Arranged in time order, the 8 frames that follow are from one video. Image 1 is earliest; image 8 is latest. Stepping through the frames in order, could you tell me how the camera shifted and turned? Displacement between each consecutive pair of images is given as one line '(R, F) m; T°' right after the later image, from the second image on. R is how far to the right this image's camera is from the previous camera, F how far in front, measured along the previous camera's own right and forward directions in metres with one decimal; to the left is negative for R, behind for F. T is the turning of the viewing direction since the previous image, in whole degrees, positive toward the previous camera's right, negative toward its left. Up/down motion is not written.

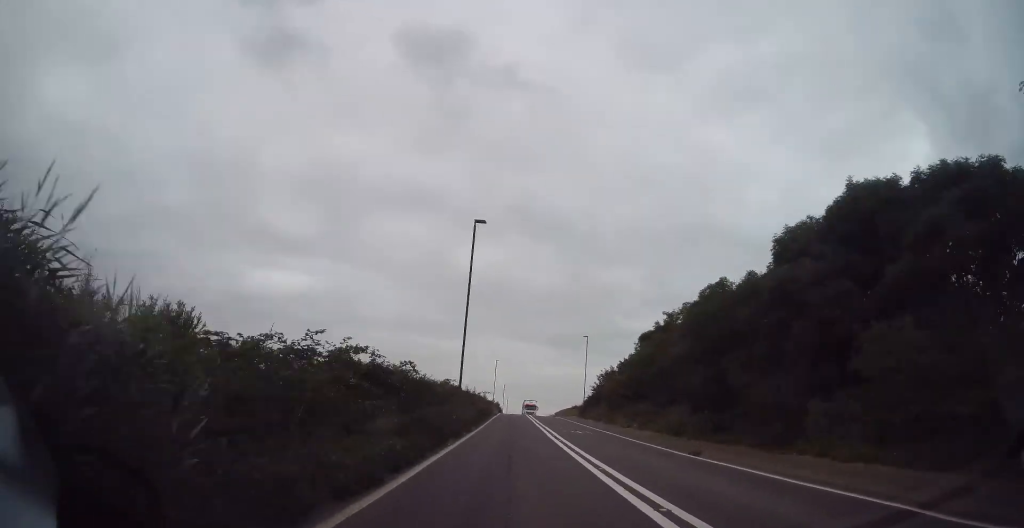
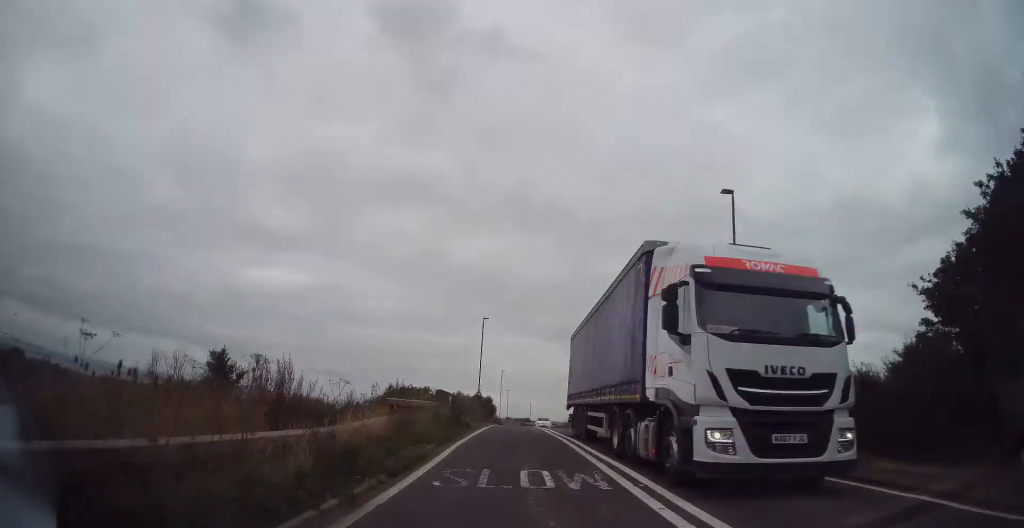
(-0.3, +47.9) m; 0°
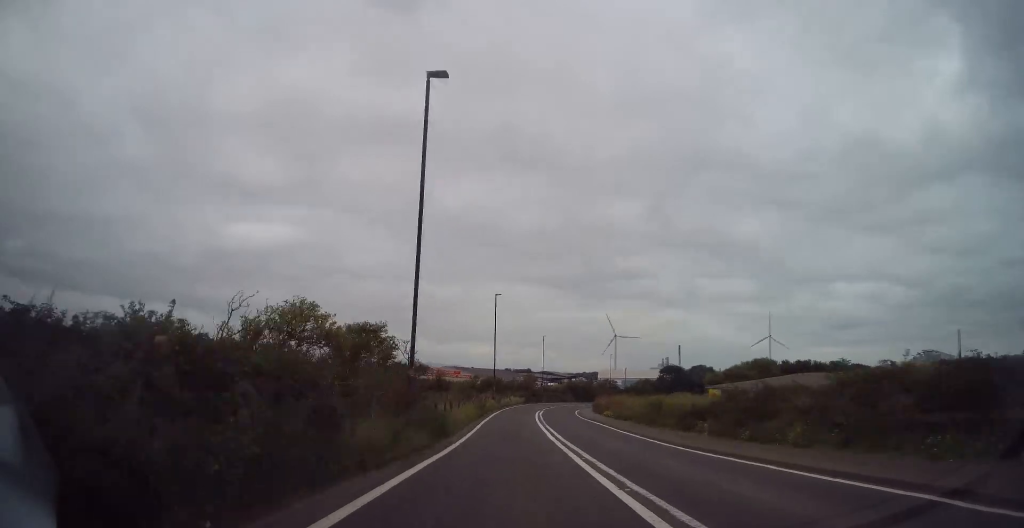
(+0.7, +73.1) m; +2°
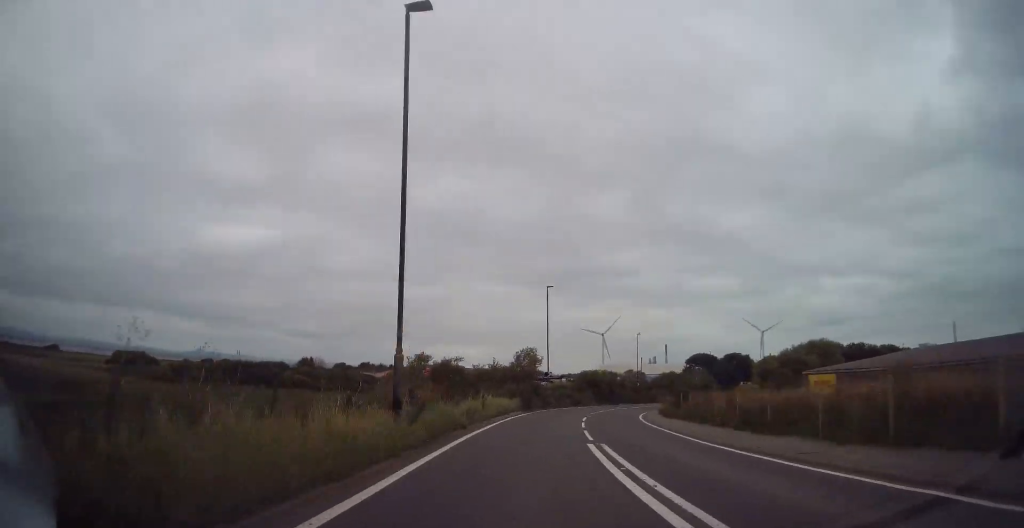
(+0.6, +36.5) m; +5°
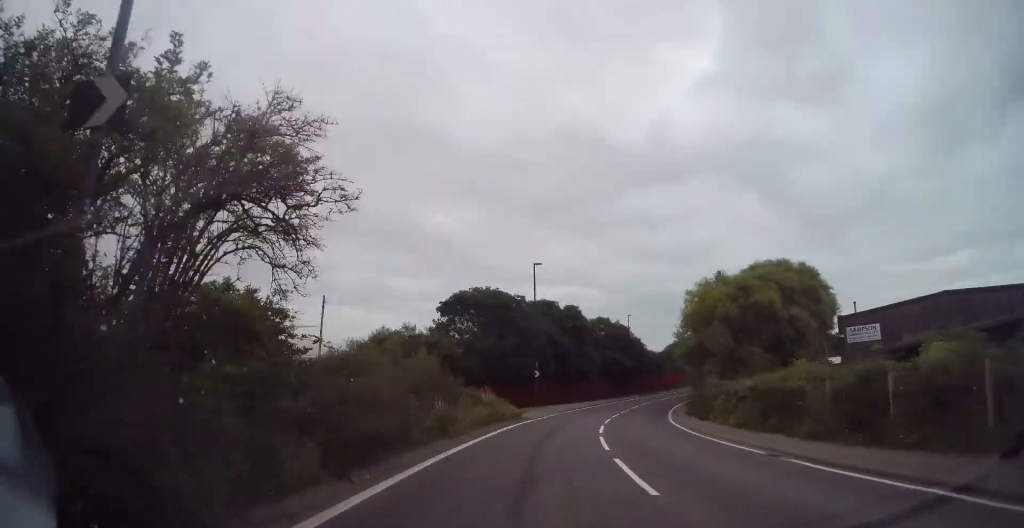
(+22.1, +80.3) m; +35°
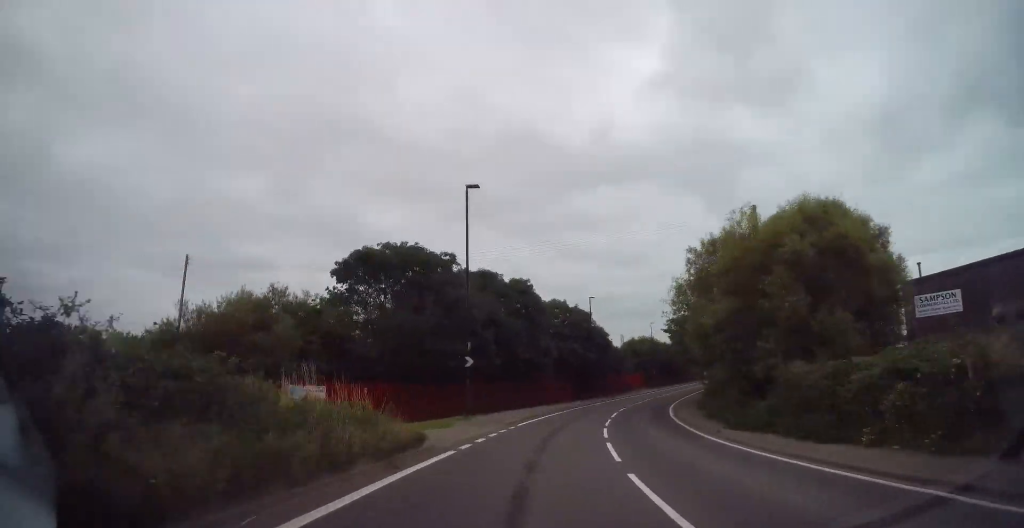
(+1.6, +15.7) m; +6°
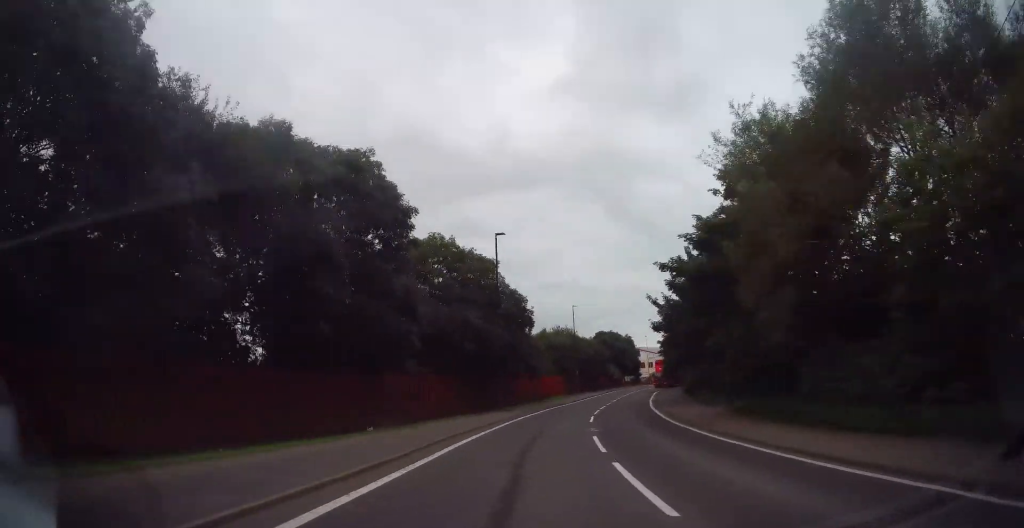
(+1.6, +23.1) m; +8°
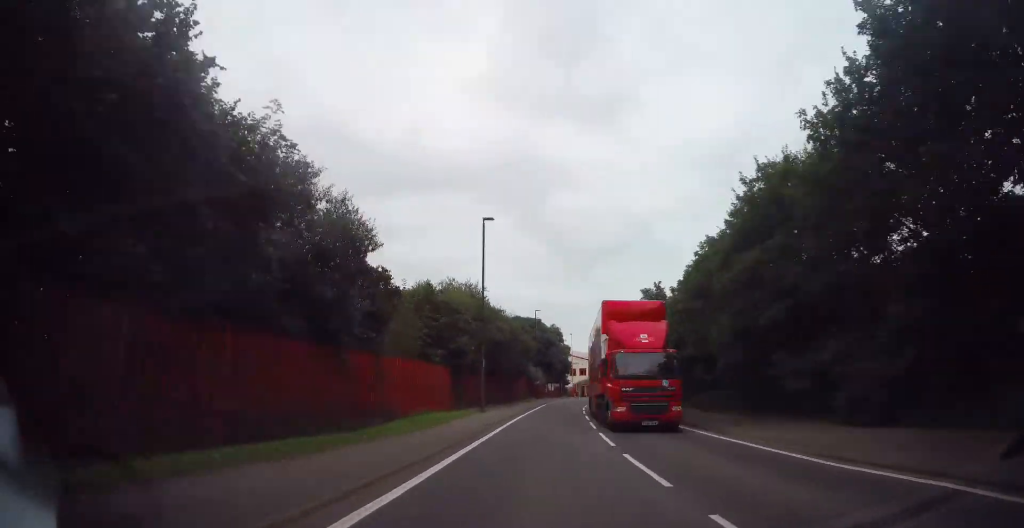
(+2.2, +30.9) m; +9°
